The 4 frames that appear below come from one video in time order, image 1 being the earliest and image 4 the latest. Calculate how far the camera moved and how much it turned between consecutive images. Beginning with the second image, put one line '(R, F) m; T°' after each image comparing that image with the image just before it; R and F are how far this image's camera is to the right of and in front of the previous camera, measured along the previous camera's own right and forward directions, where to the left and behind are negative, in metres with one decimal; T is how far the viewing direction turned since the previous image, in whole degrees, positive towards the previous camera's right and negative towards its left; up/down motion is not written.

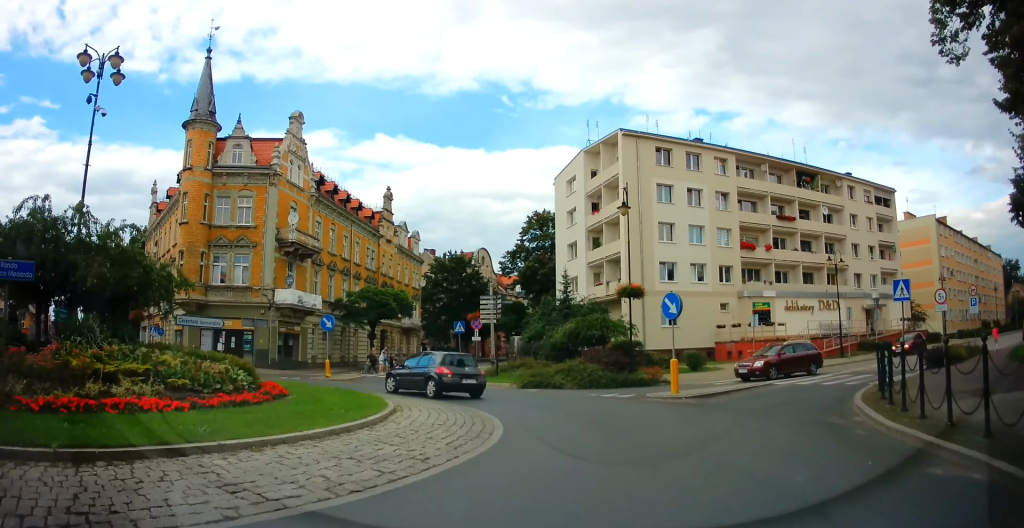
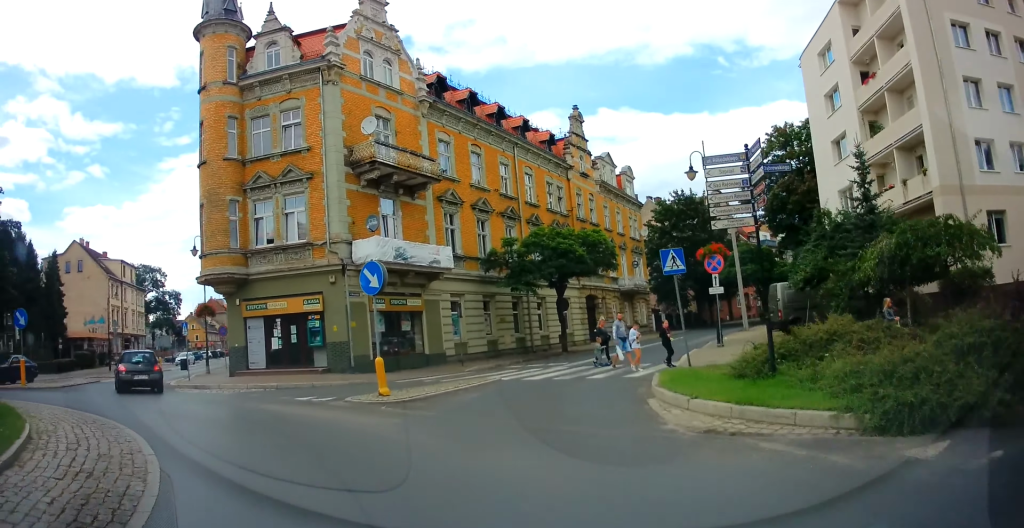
(-0.5, +16.8) m; -22°
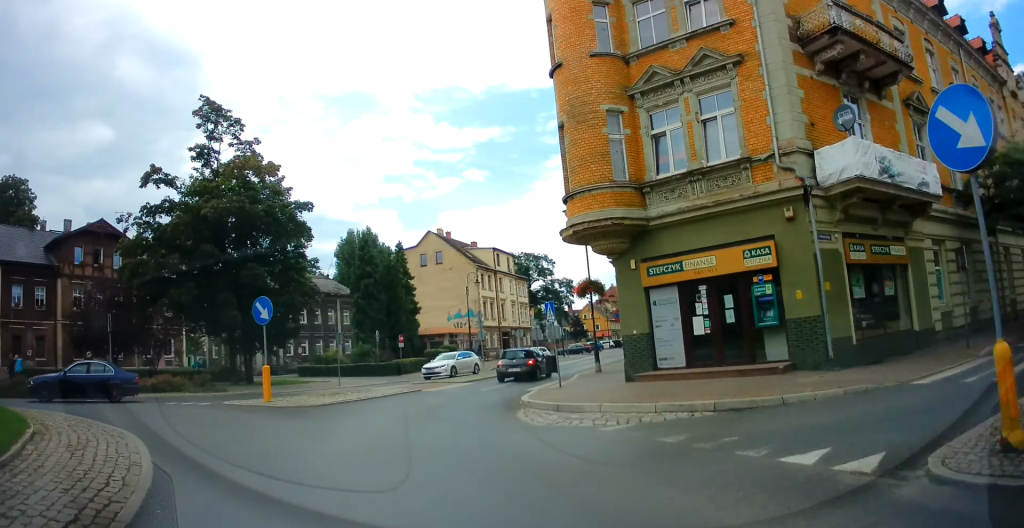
(-2.1, +9.0) m; -33°
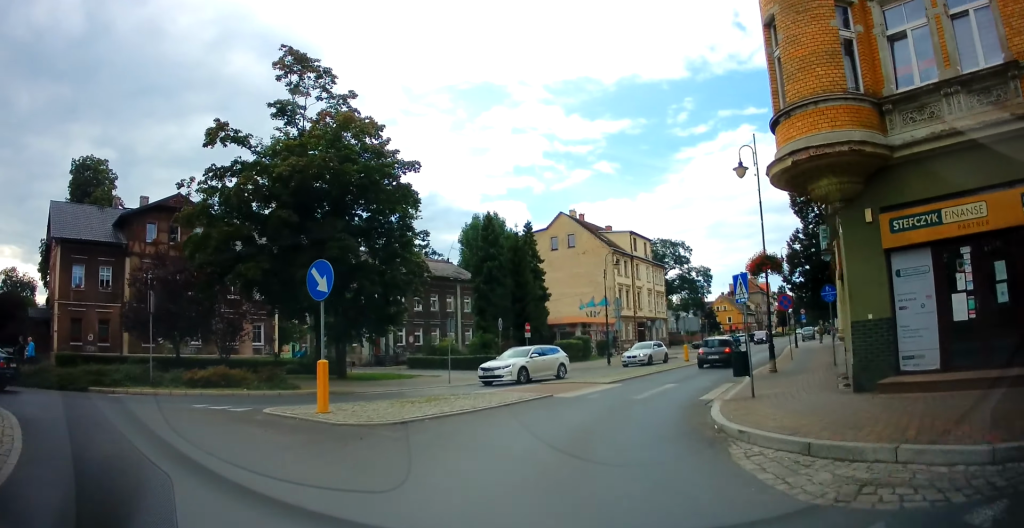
(-1.2, +5.0) m; -15°
